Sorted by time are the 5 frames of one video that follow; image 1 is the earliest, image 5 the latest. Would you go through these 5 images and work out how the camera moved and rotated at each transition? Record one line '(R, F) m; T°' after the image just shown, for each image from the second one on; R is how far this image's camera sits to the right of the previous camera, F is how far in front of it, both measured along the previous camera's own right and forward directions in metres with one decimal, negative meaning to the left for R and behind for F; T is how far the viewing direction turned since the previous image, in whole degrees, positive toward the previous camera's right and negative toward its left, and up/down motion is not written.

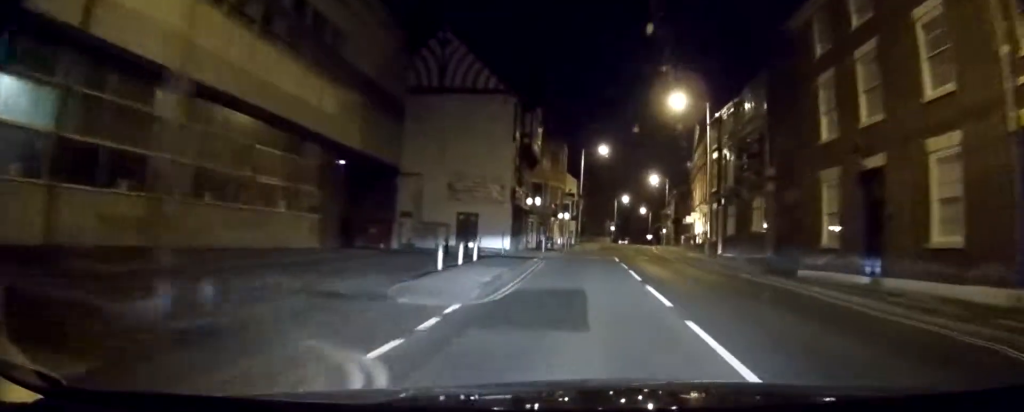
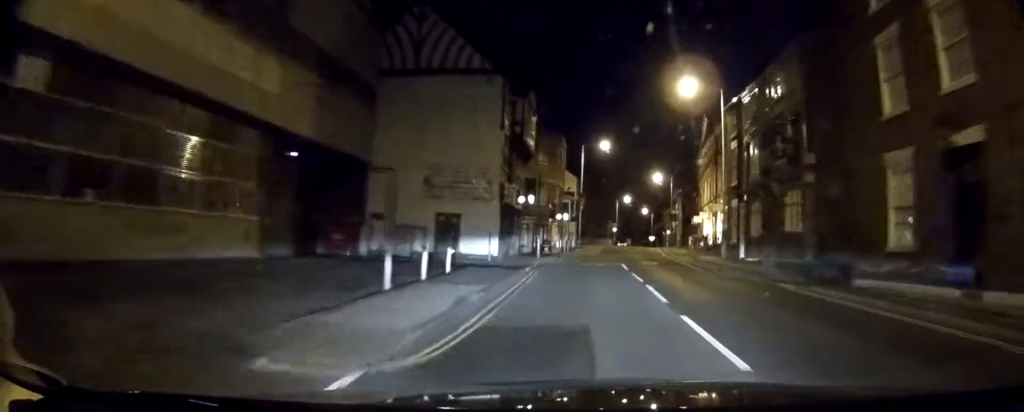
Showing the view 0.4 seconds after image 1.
(-0.1, +5.1) m; -3°
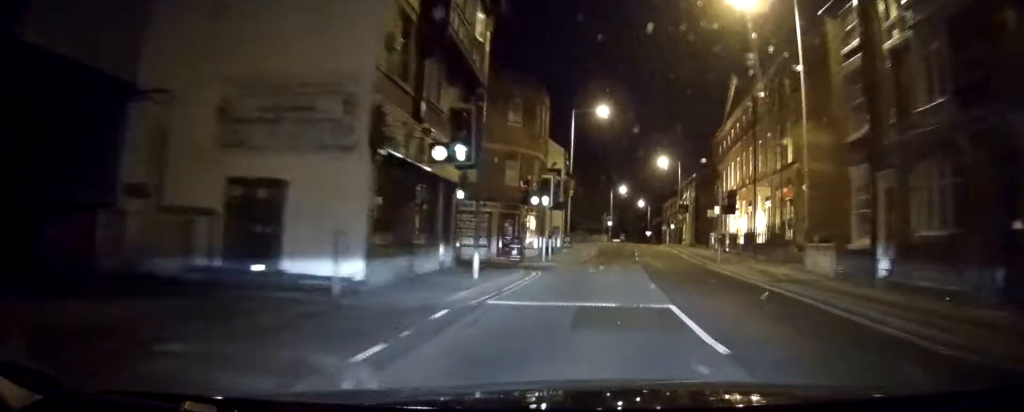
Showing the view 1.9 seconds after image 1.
(-1.3, +16.9) m; -7°
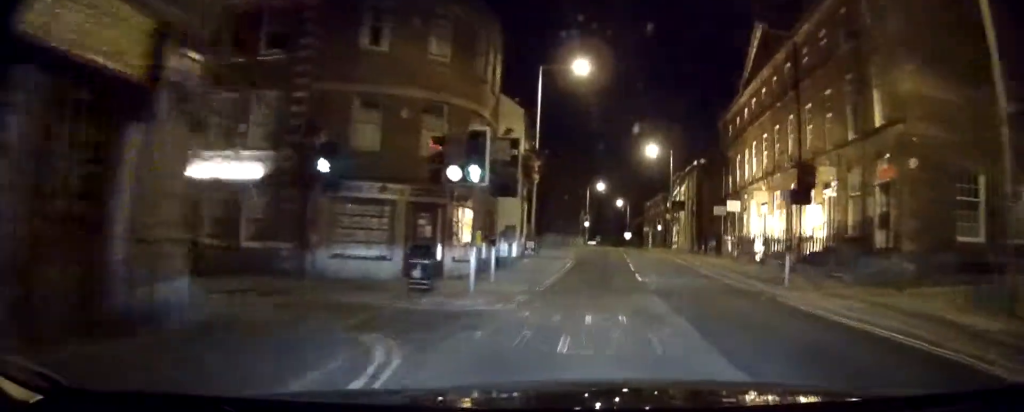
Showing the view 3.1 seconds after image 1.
(+0.1, +14.5) m; +1°
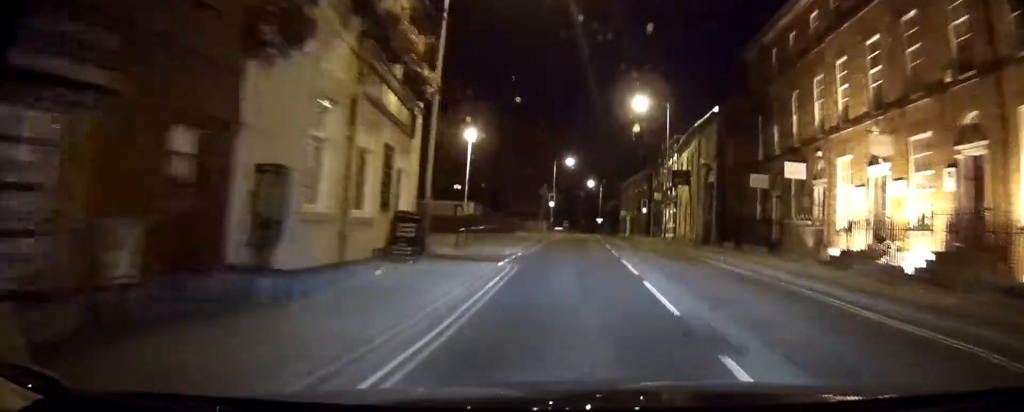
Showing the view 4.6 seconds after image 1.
(+1.5, +18.6) m; +10°
